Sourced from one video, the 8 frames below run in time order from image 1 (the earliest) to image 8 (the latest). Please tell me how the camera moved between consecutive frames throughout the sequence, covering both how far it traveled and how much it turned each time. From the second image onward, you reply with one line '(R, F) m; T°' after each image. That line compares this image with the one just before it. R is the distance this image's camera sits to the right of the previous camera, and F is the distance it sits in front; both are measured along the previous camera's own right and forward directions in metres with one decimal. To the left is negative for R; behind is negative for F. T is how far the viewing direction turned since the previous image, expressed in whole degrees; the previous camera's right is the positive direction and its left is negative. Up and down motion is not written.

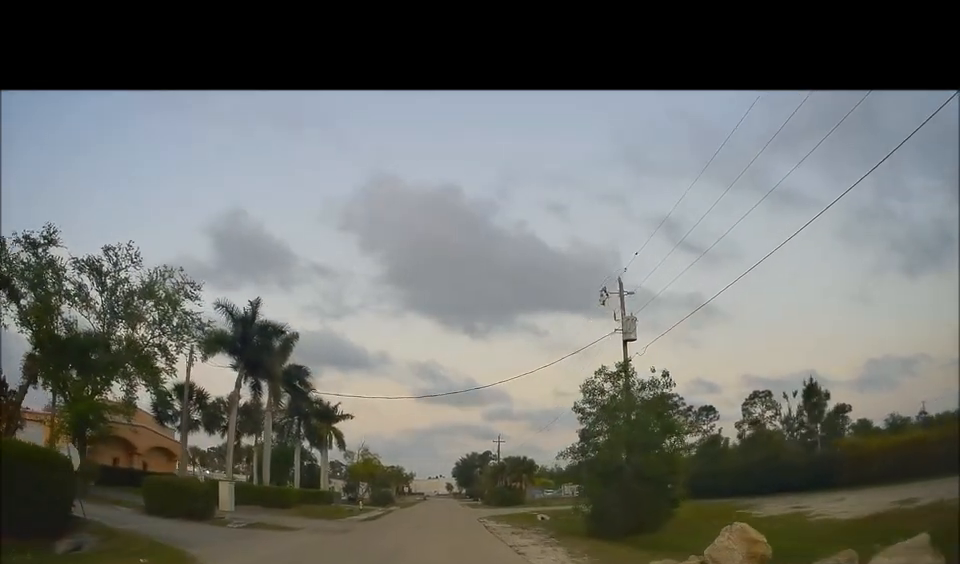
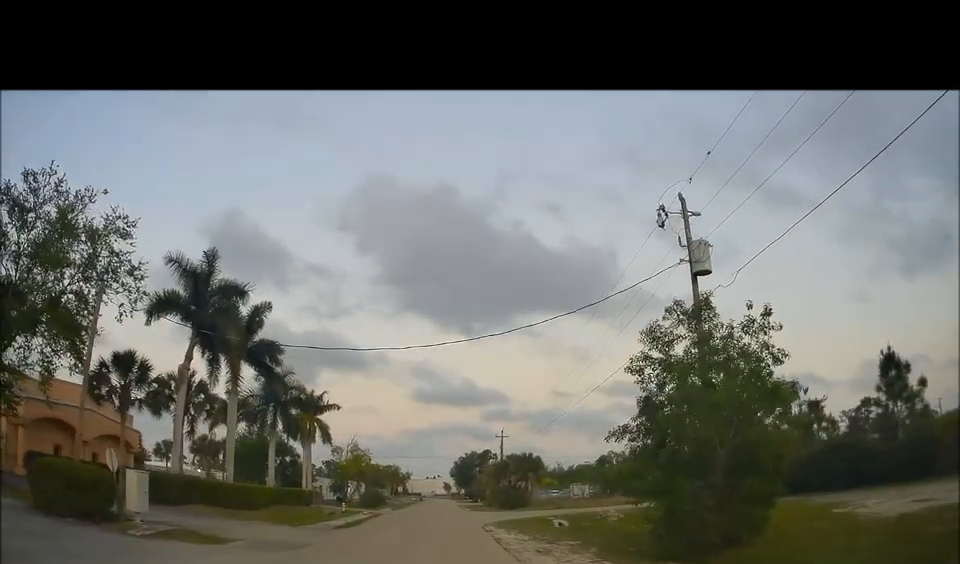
(0.0, +7.3) m; 0°
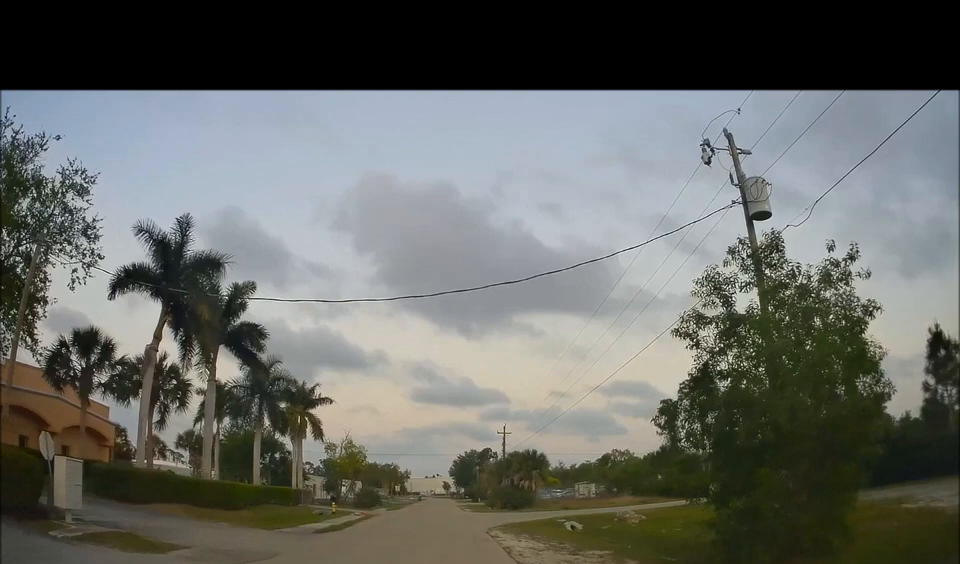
(0.0, +3.6) m; 0°
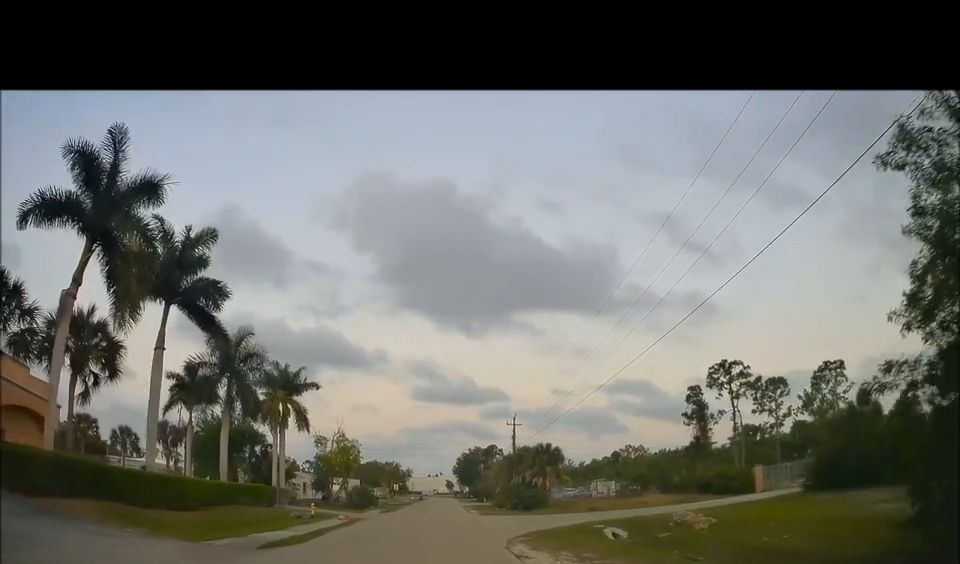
(0.0, +7.2) m; 0°
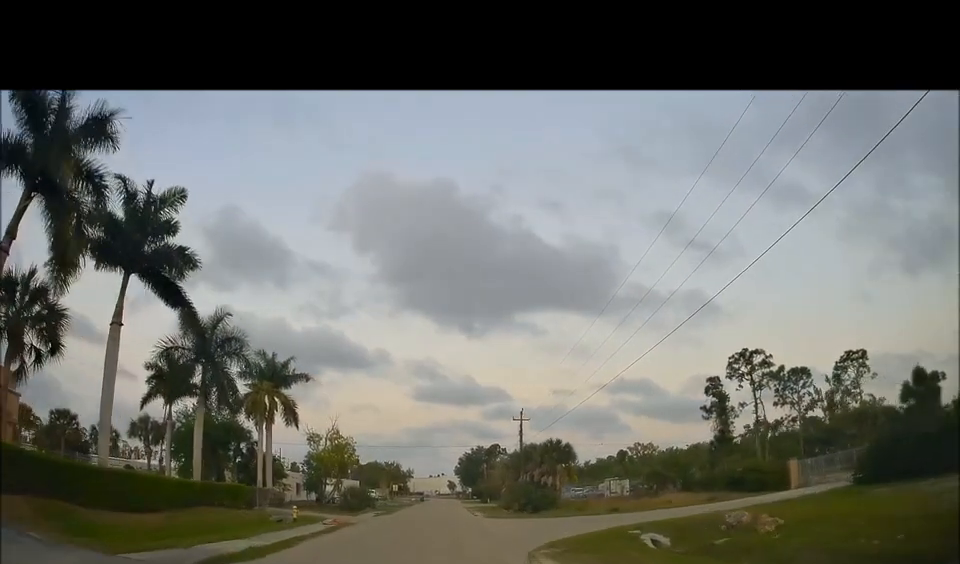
(0.0, +4.3) m; 0°
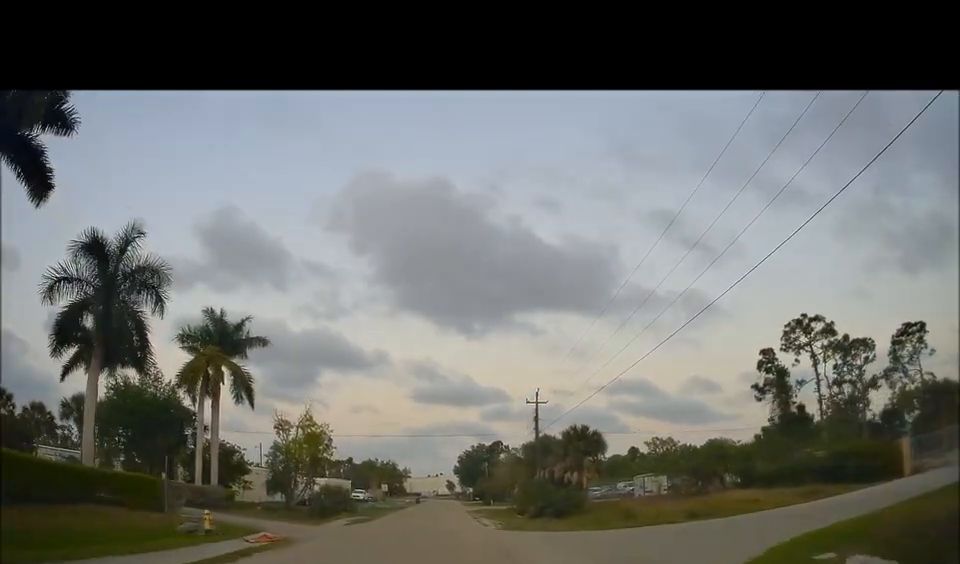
(0.0, +10.4) m; 0°
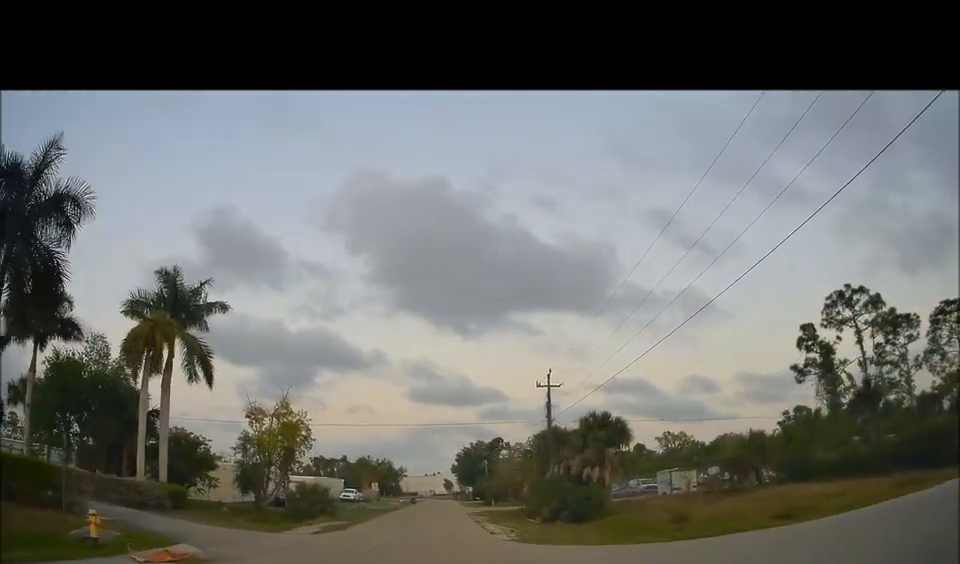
(0.0, +5.8) m; 0°
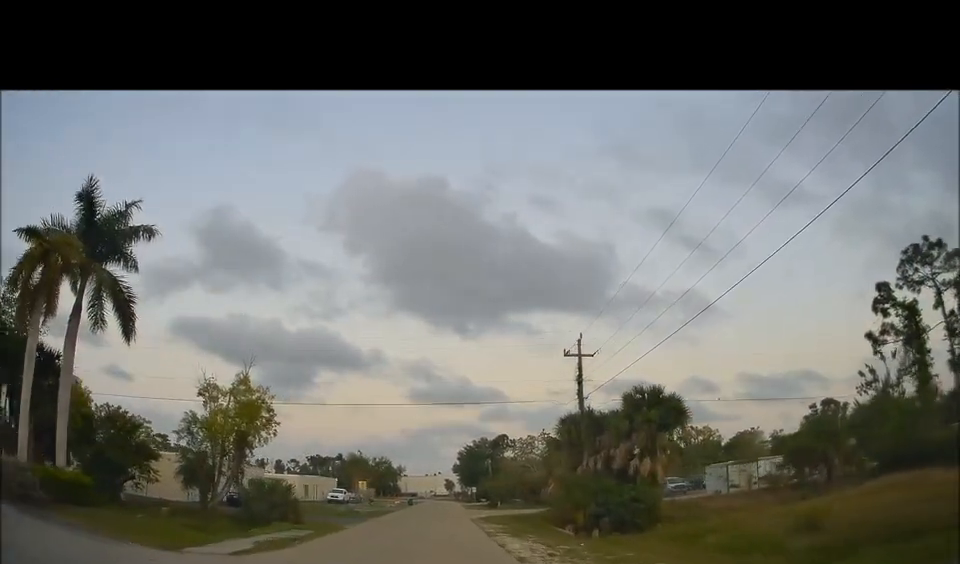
(0.0, +7.4) m; 0°
